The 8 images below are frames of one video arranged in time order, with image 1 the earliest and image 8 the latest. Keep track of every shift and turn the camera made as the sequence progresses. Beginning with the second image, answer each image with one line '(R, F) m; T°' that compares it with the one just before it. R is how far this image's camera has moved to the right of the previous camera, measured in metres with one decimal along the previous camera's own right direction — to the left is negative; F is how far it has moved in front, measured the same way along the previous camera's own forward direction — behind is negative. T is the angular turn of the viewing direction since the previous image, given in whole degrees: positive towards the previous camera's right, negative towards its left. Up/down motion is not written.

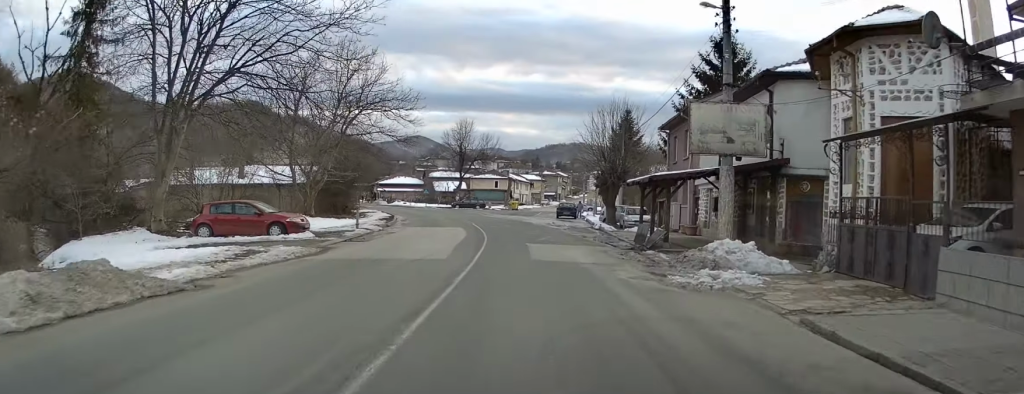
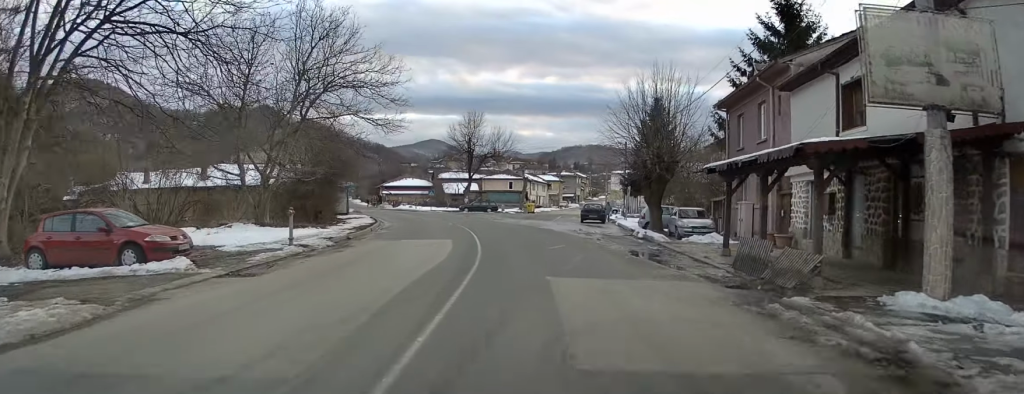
(-0.1, +10.4) m; -2°
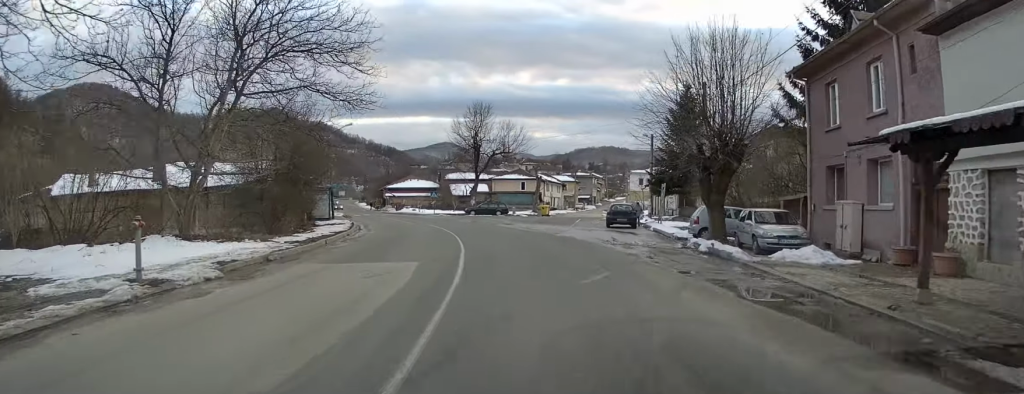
(-0.1, +8.9) m; -2°
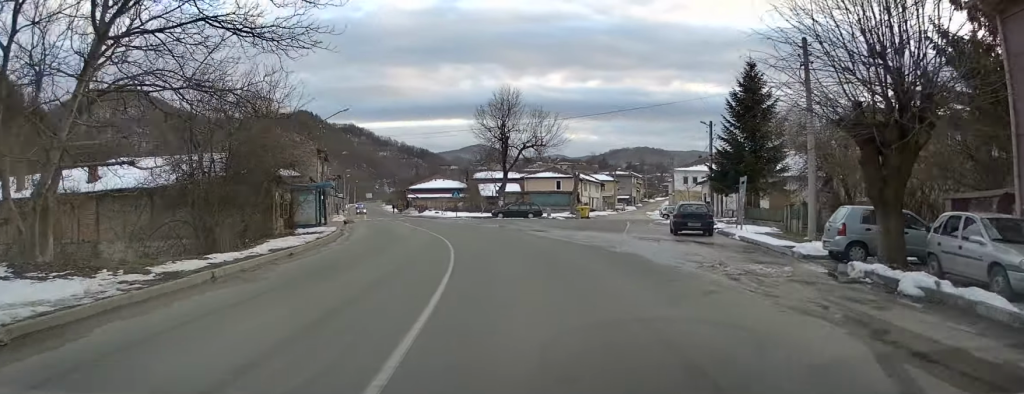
(-0.2, +10.5) m; -3°
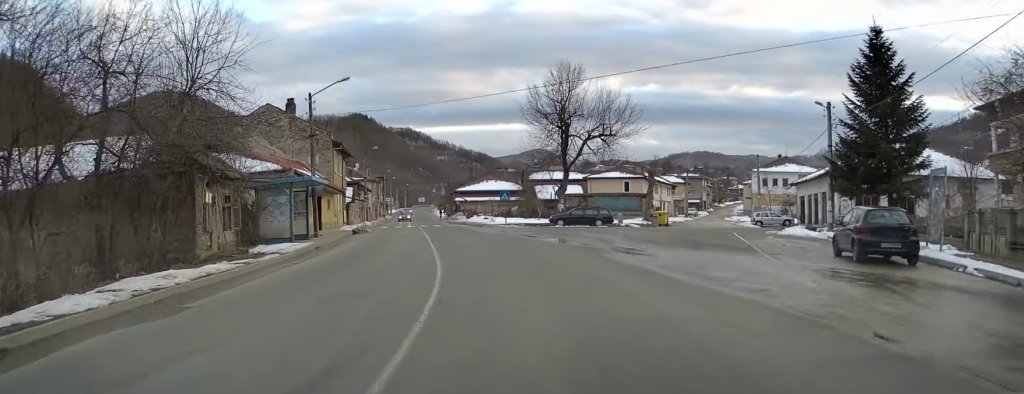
(-0.5, +12.7) m; -3°
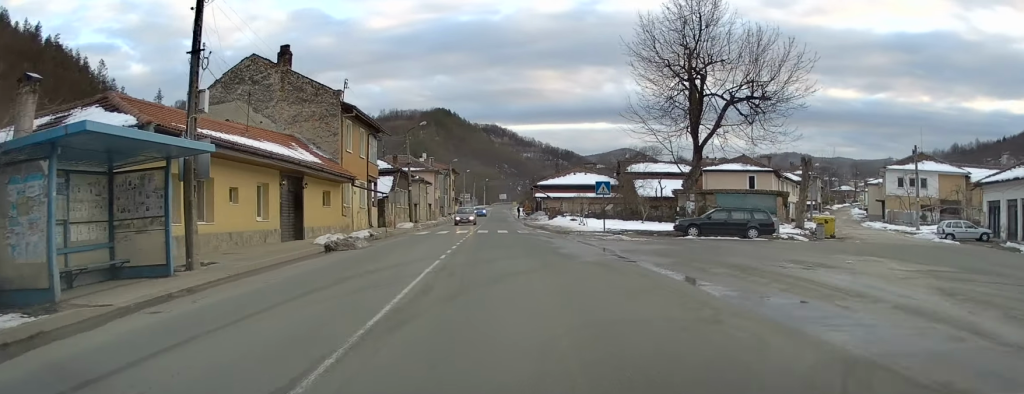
(-0.6, +18.3) m; -5°
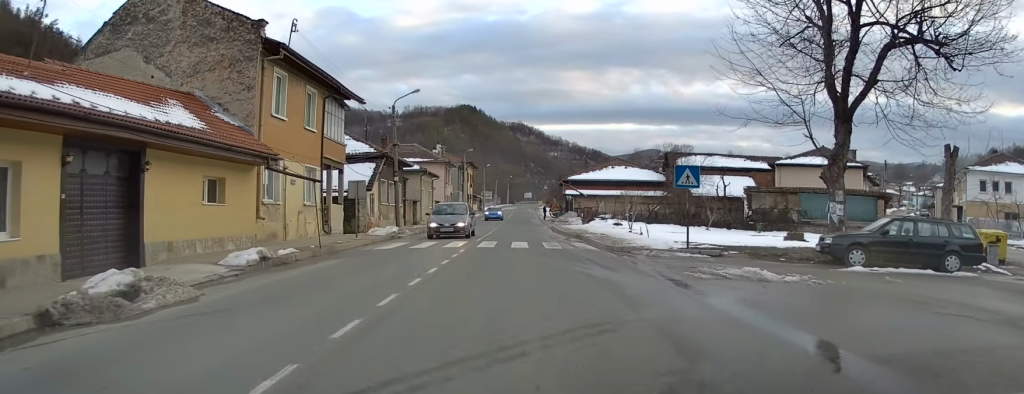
(-0.7, +14.1) m; -4°
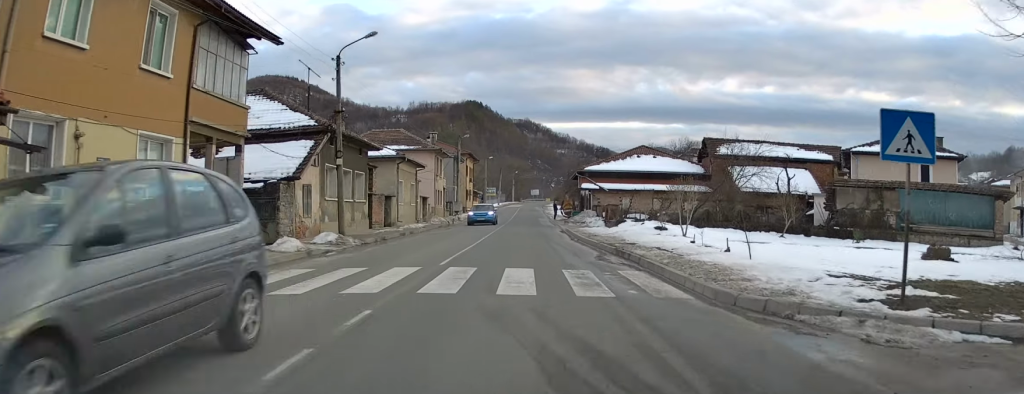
(-0.2, +12.2) m; -2°
